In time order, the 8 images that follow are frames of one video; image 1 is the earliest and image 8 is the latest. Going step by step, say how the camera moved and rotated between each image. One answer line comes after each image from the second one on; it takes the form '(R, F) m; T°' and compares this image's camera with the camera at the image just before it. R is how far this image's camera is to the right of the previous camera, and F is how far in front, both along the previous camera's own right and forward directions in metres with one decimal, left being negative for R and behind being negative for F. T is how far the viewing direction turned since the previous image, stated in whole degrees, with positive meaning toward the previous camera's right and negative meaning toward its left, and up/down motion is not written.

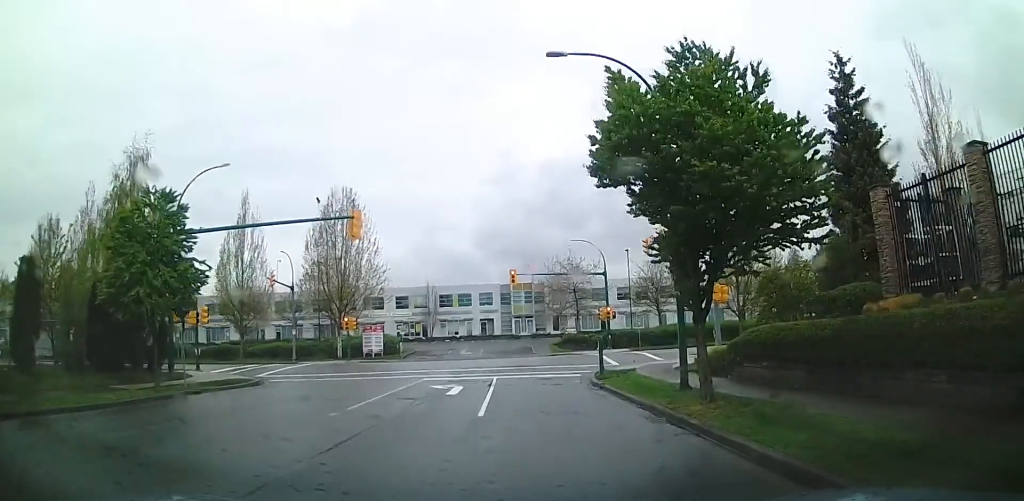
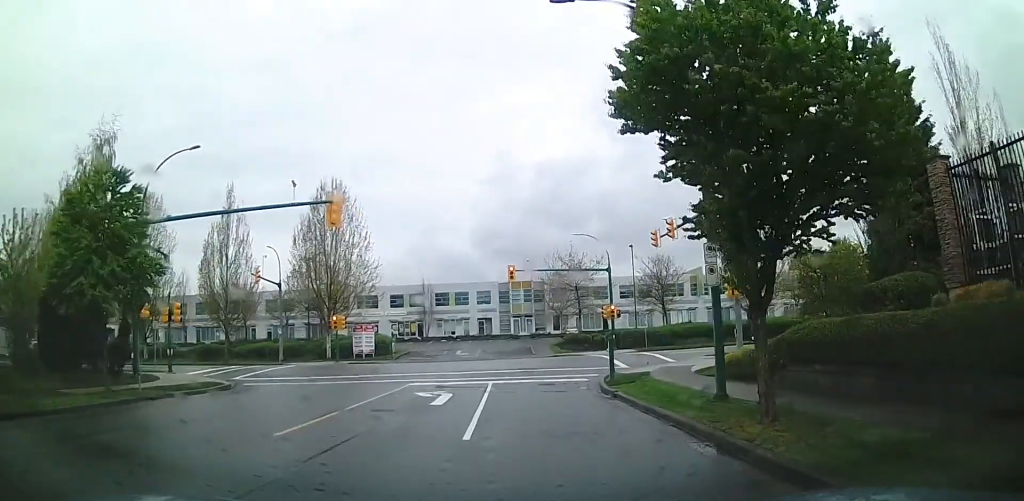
(-0.1, +2.9) m; +1°
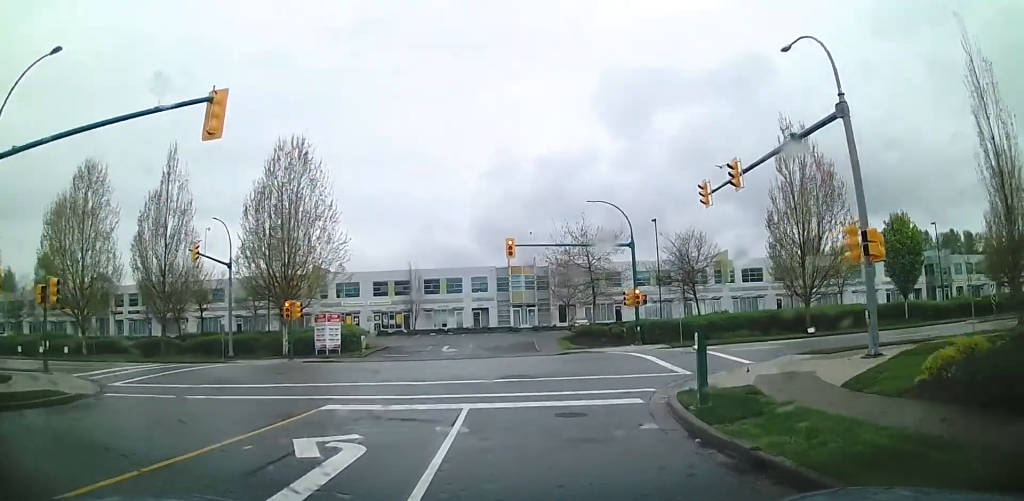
(+0.4, +9.1) m; +7°
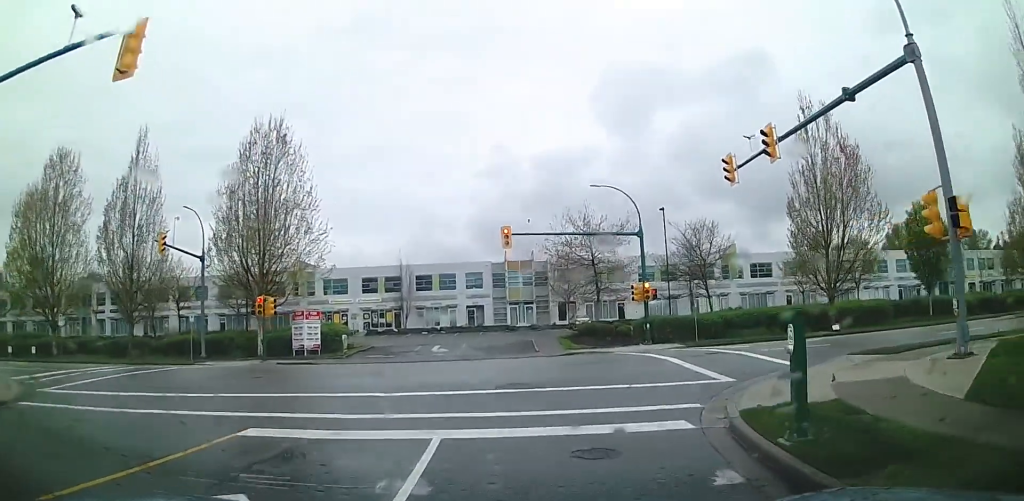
(+0.1, +3.5) m; +2°
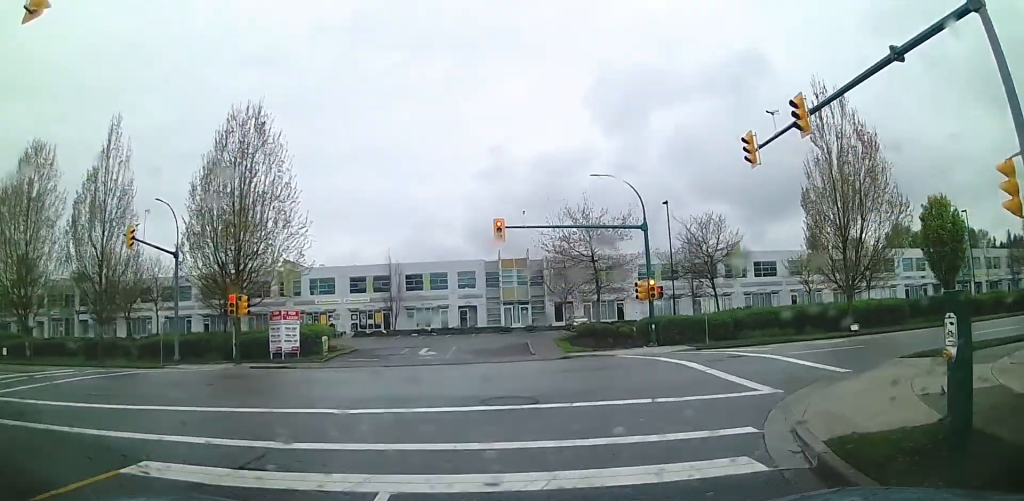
(+0.1, +2.9) m; +1°
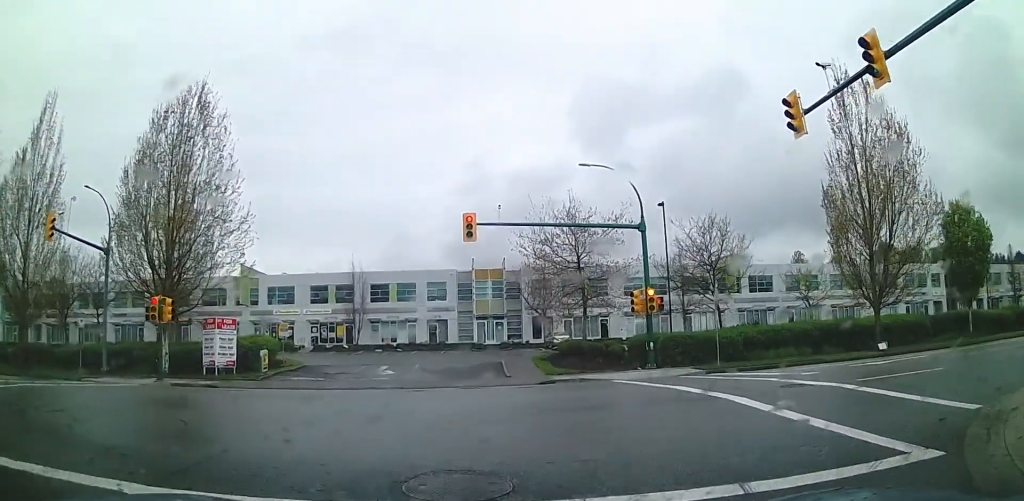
(0.0, +6.5) m; +2°
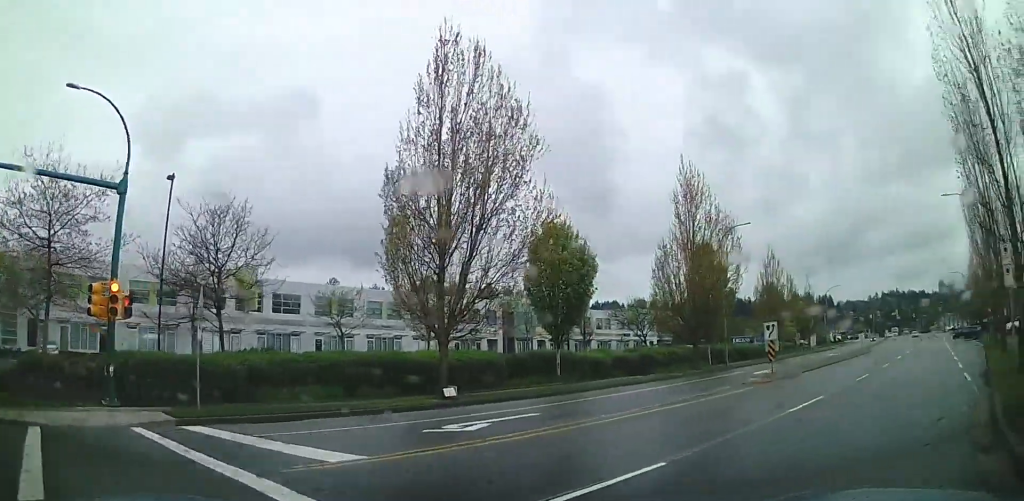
(+1.7, +8.9) m; +38°
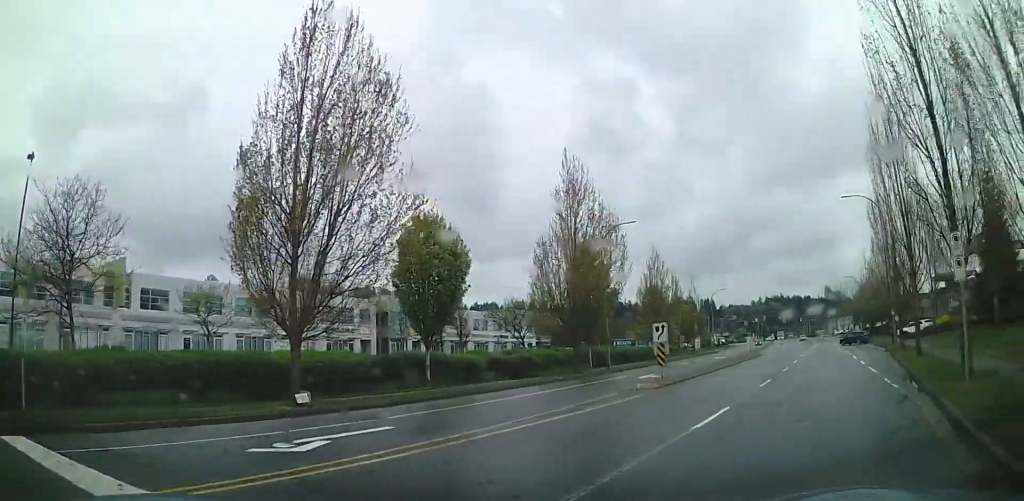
(+0.1, +1.3) m; +10°
